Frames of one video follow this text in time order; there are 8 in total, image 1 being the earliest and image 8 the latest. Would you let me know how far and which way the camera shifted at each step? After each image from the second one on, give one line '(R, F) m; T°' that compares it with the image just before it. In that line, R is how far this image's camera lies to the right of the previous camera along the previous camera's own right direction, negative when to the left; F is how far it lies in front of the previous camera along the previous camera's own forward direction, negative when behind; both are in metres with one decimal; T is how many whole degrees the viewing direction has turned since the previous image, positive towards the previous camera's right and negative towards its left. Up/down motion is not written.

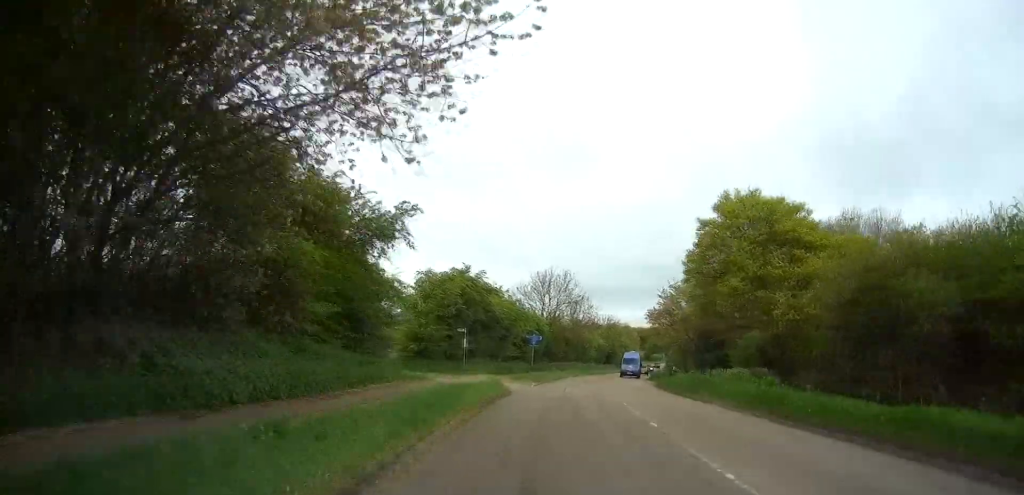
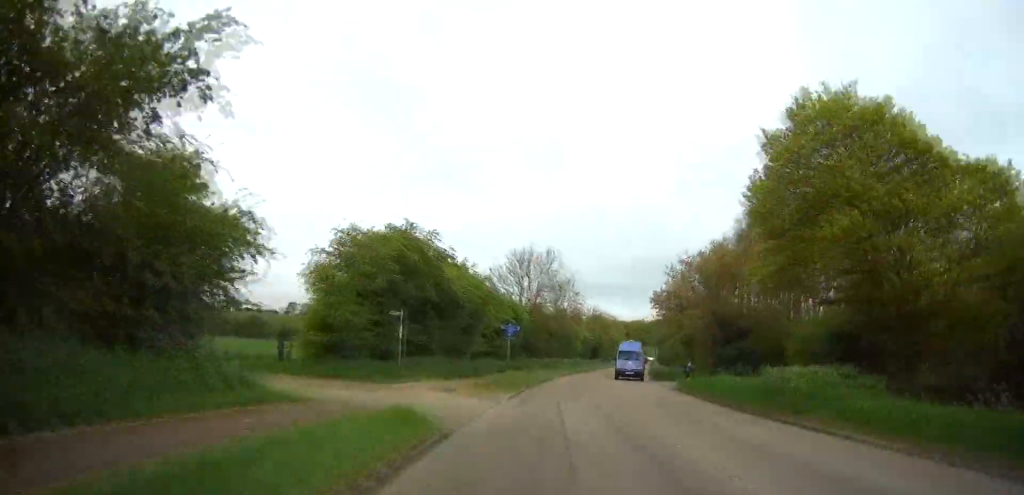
(0.0, +12.6) m; +1°
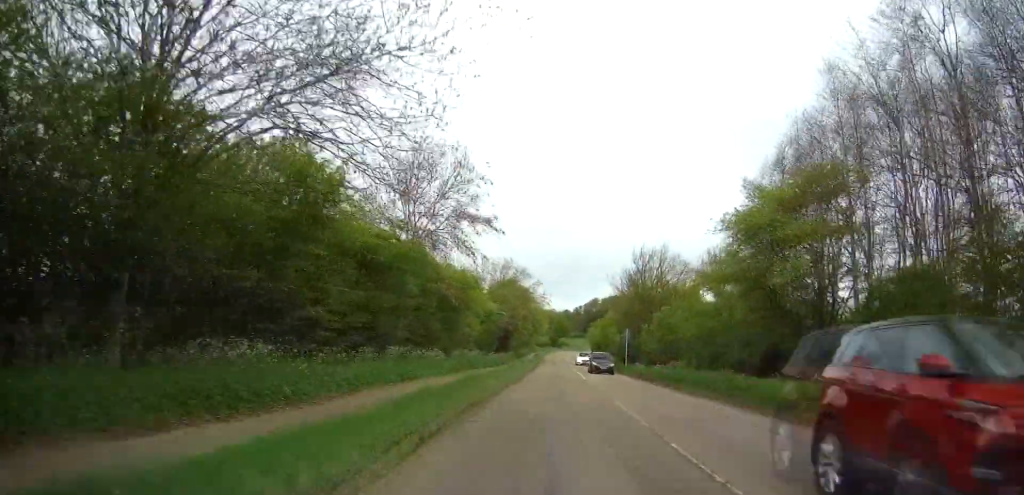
(+4.3, +52.7) m; +9°
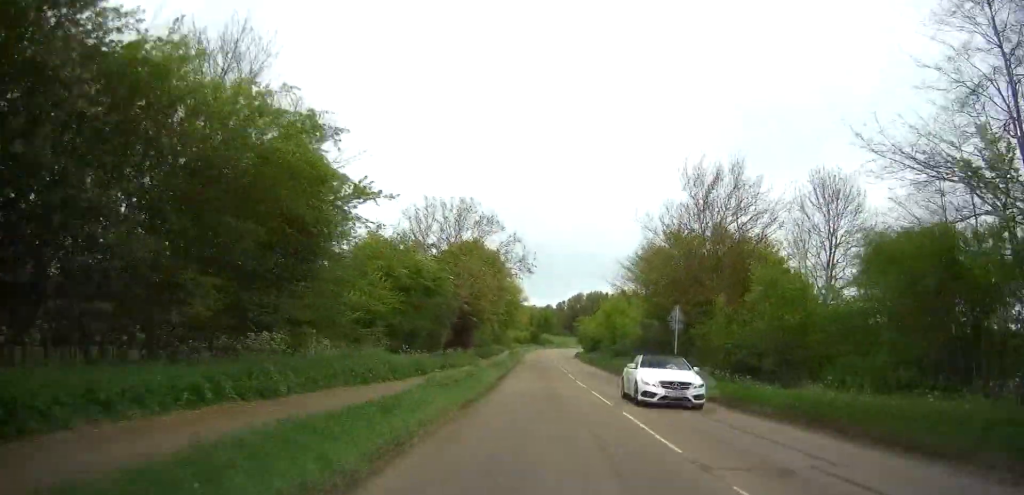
(+0.8, +27.4) m; +2°
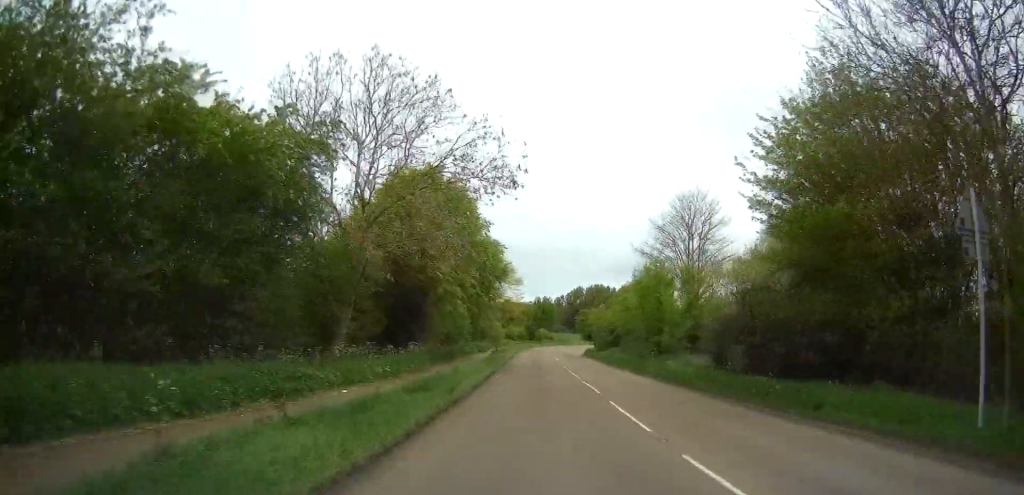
(0.0, +23.5) m; 0°
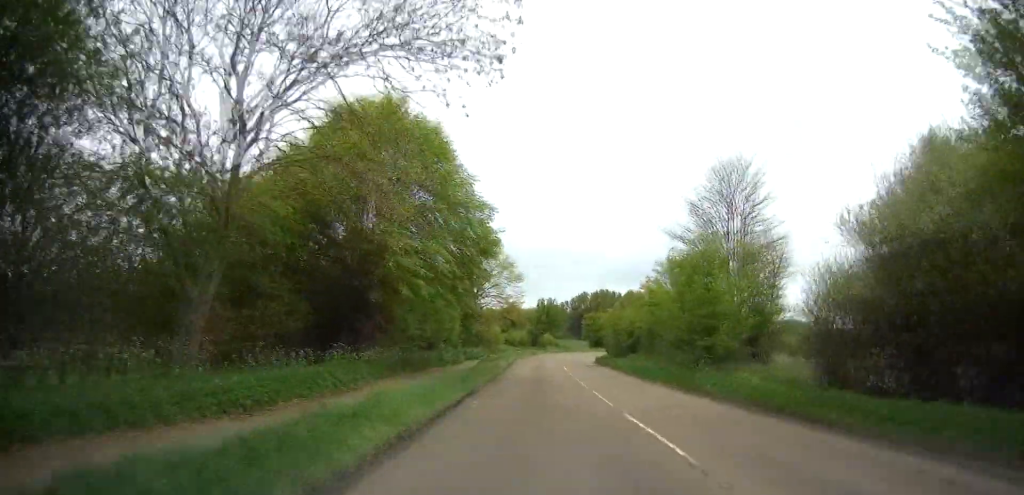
(0.0, +10.9) m; 0°
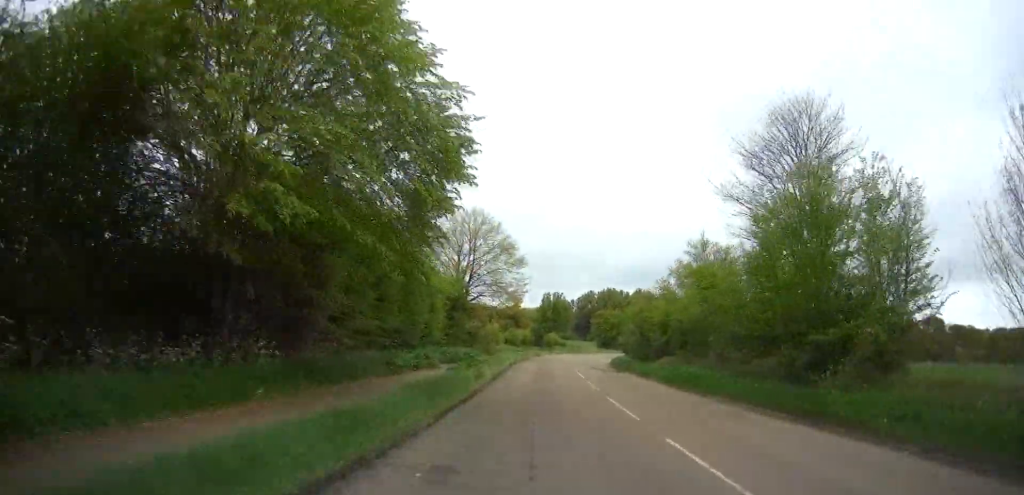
(0.0, +11.7) m; 0°
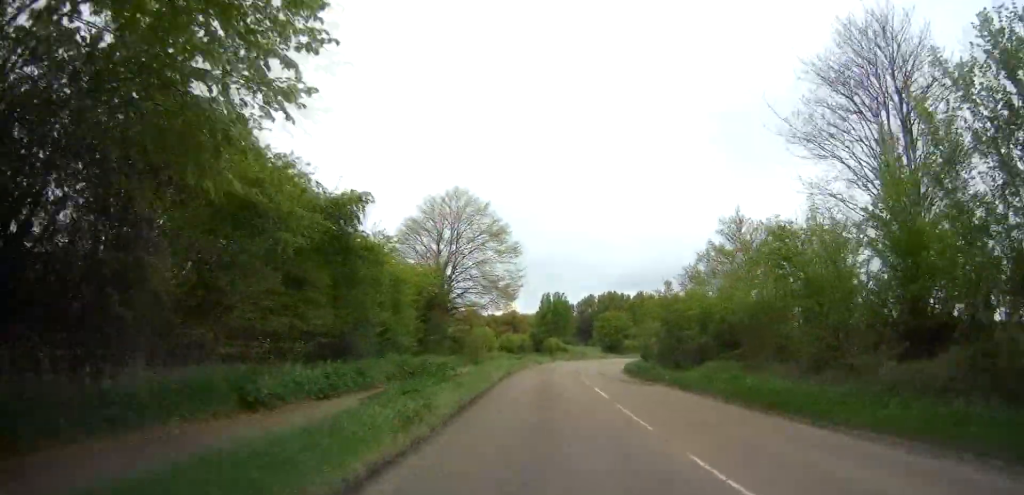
(0.0, +10.0) m; 0°
